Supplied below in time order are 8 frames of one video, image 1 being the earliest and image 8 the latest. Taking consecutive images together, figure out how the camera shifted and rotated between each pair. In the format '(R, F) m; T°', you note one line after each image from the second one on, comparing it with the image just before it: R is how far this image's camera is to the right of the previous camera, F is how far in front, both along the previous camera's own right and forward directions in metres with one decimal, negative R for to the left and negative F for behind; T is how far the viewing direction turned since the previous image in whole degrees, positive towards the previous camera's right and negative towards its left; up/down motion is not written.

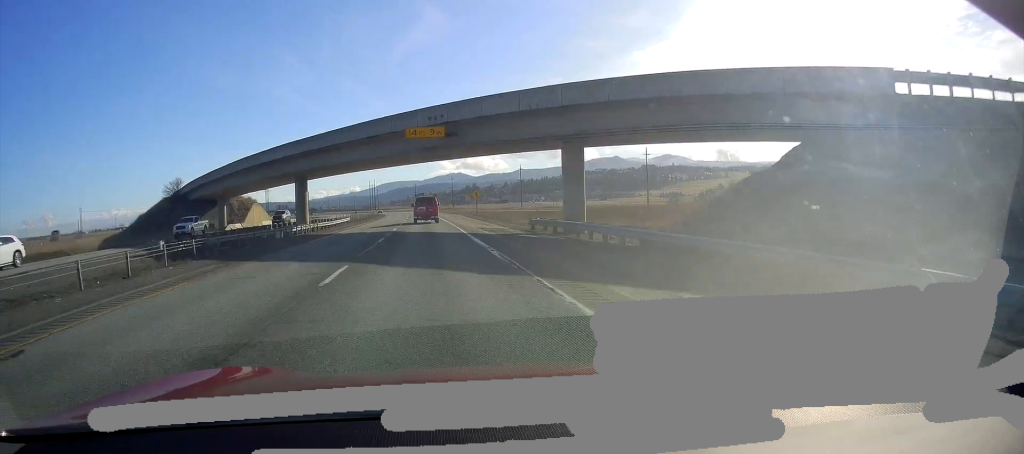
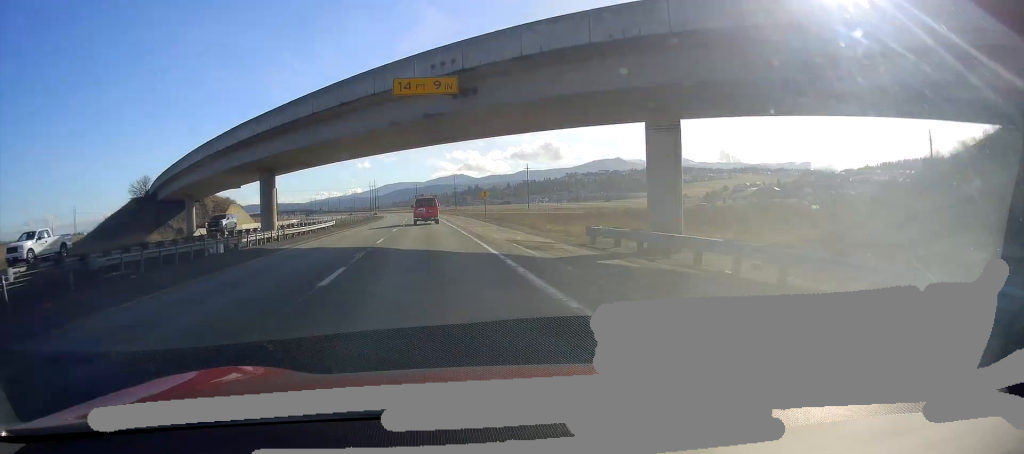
(+0.2, +11.8) m; 0°
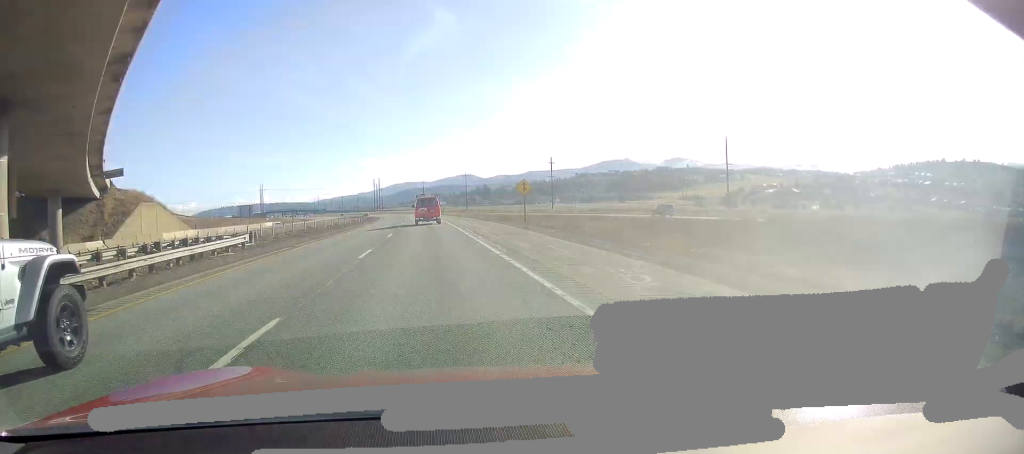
(-0.2, +30.9) m; -2°
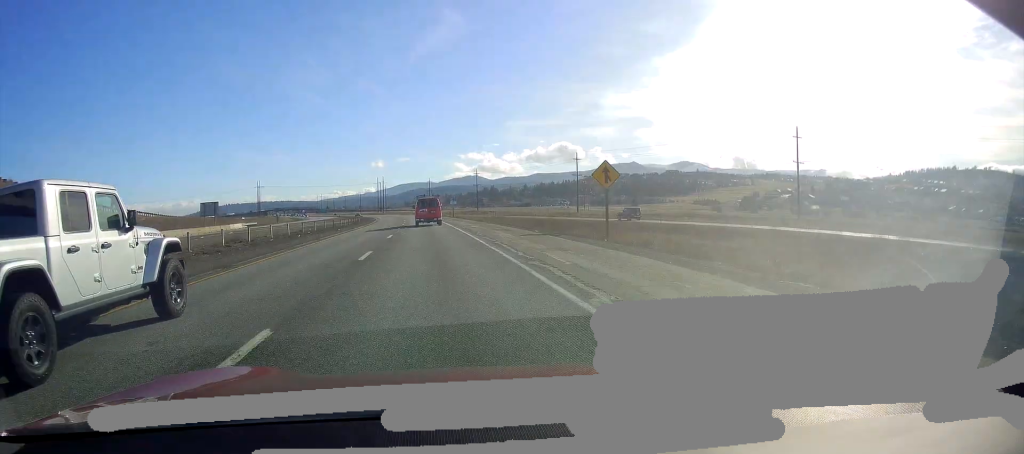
(-0.5, +25.2) m; -1°
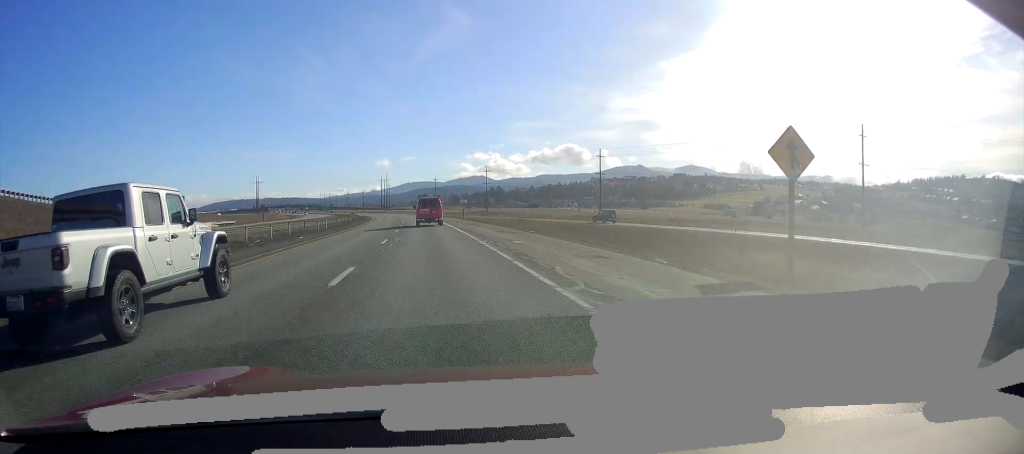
(-0.1, +16.9) m; -1°
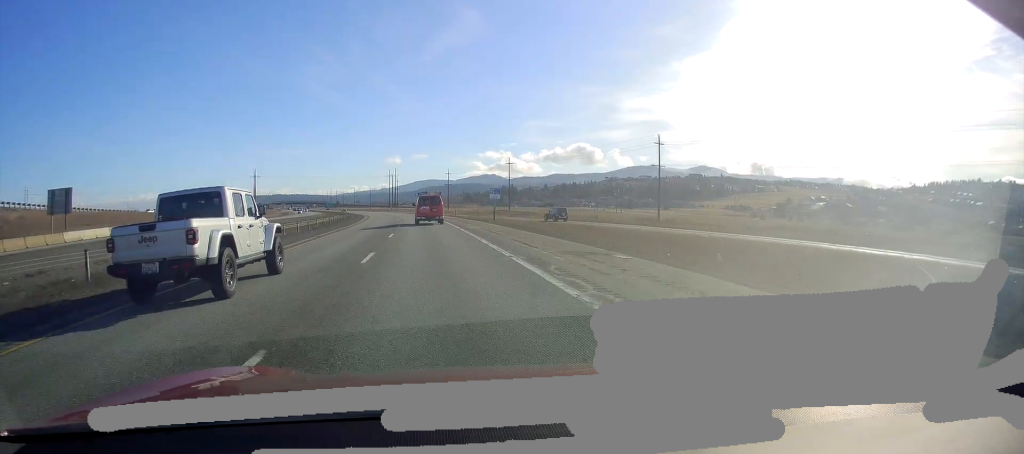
(-0.2, +32.5) m; -1°
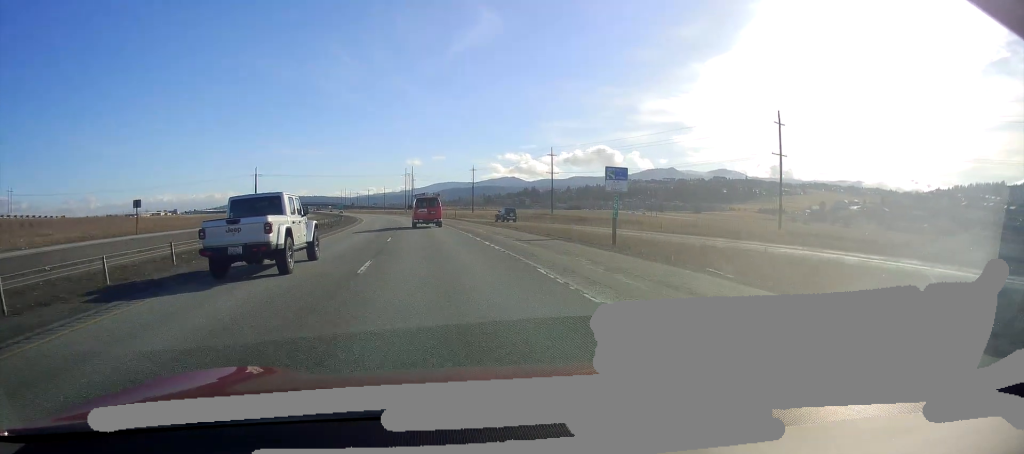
(0.0, +38.3) m; -1°
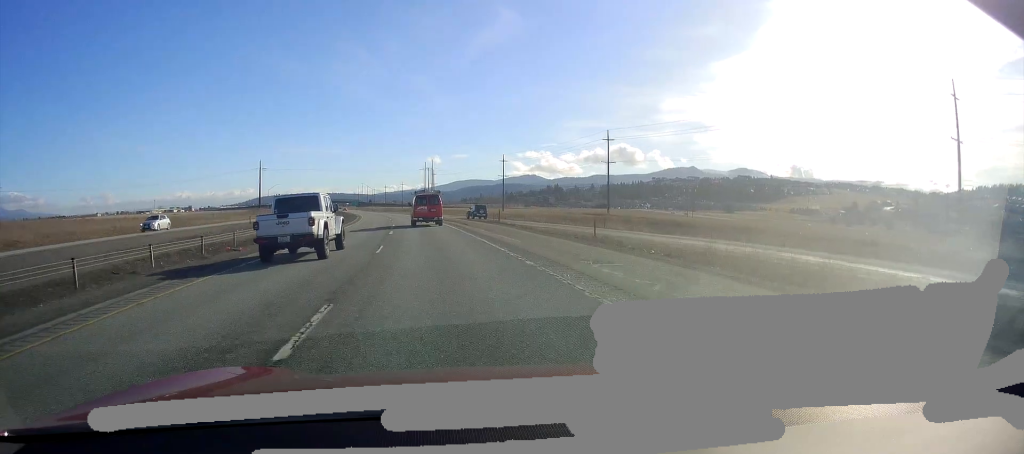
(-0.7, +32.0) m; -3°
